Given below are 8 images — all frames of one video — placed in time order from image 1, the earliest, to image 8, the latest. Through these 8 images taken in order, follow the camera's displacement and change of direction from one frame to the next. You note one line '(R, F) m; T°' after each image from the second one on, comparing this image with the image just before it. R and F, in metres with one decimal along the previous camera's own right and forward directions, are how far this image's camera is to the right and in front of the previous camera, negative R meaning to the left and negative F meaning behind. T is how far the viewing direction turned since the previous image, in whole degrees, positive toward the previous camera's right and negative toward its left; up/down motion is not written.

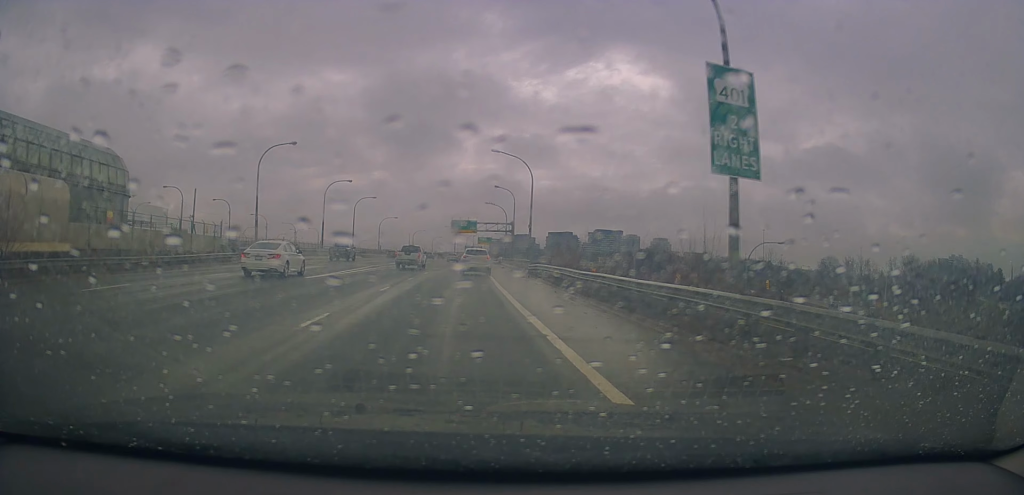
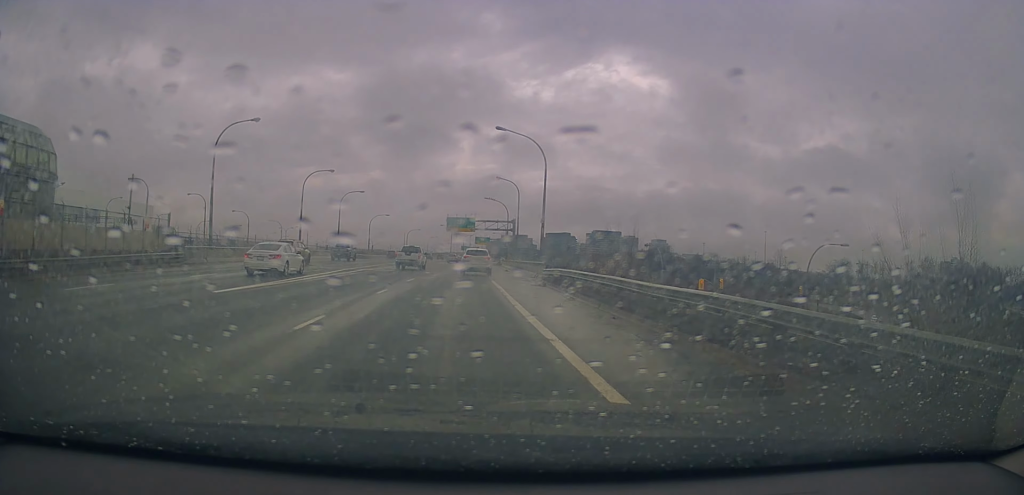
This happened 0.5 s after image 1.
(+0.3, +9.4) m; 0°
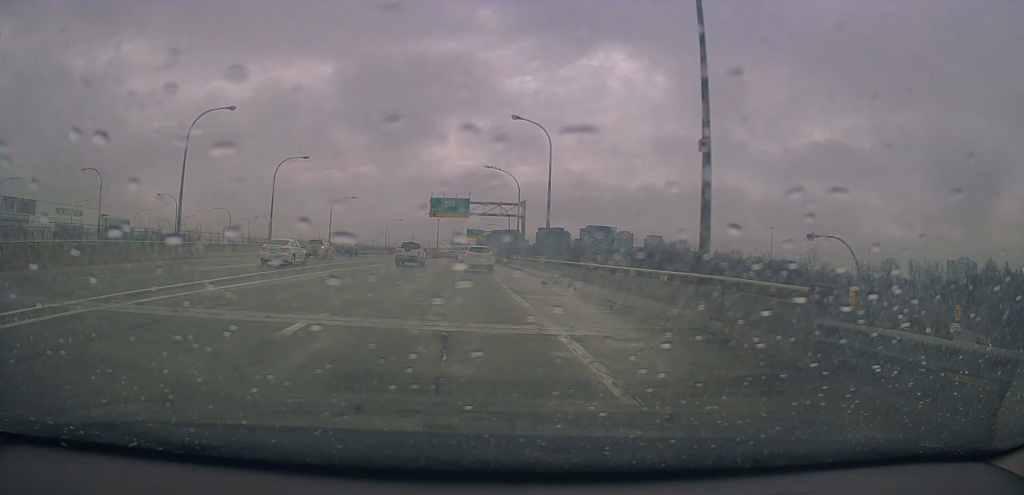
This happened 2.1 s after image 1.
(+0.1, +27.3) m; +2°
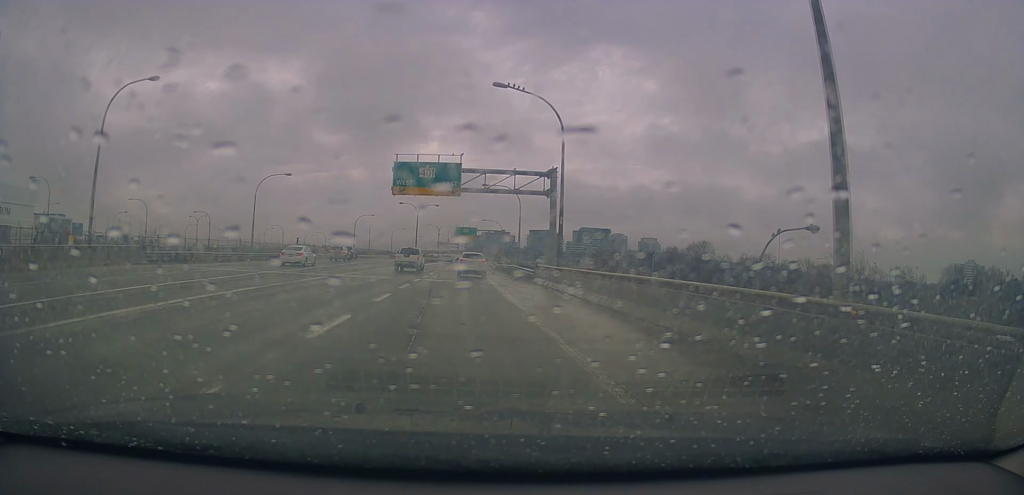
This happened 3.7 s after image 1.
(+0.2, +29.6) m; 0°
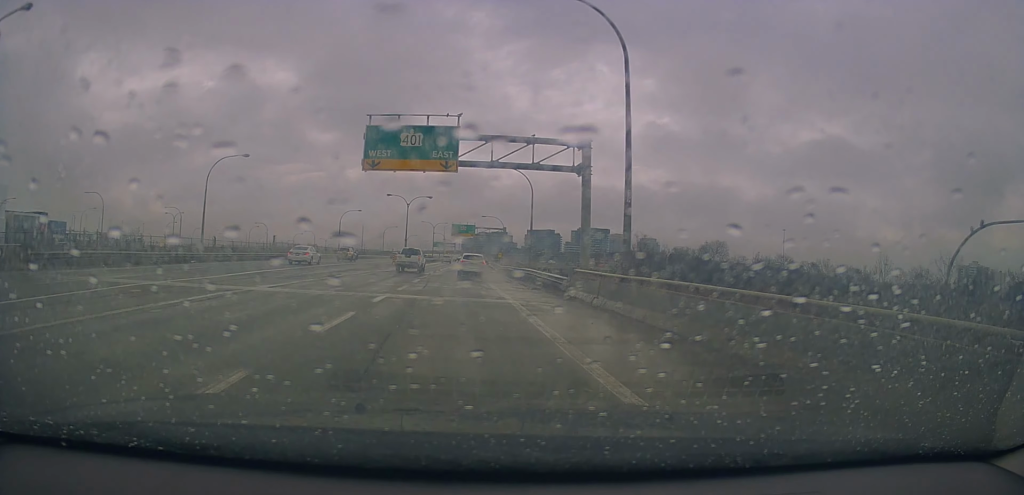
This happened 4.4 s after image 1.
(+0.3, +11.4) m; +1°
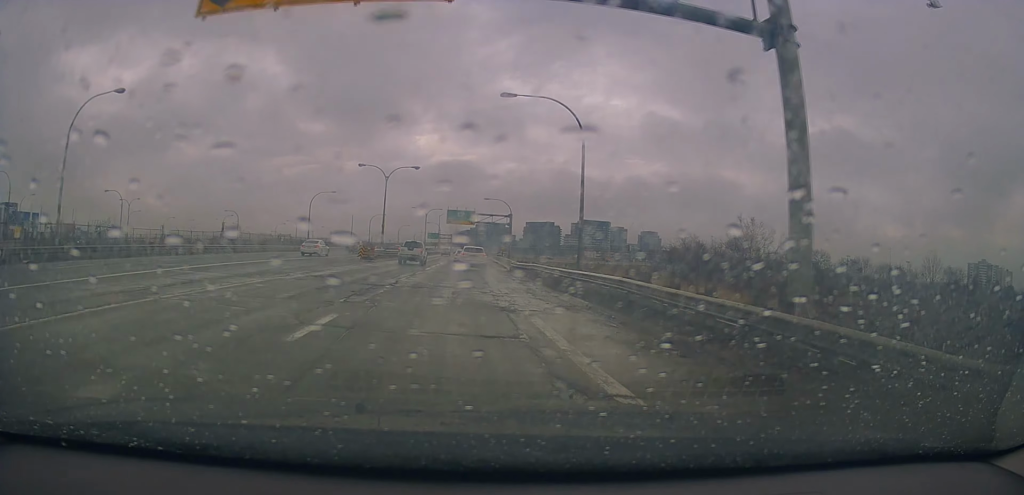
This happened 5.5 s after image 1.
(+0.3, +19.5) m; +1°
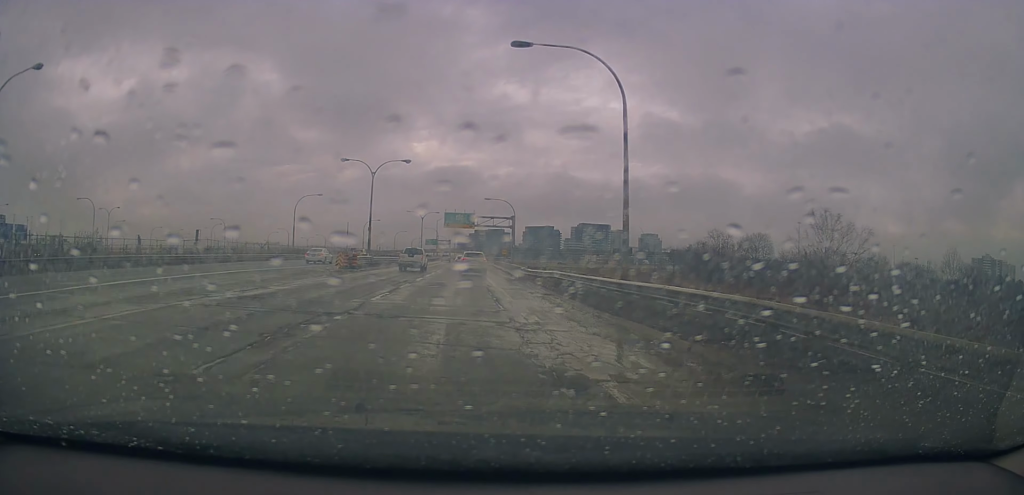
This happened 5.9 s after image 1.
(0.0, +7.6) m; 0°
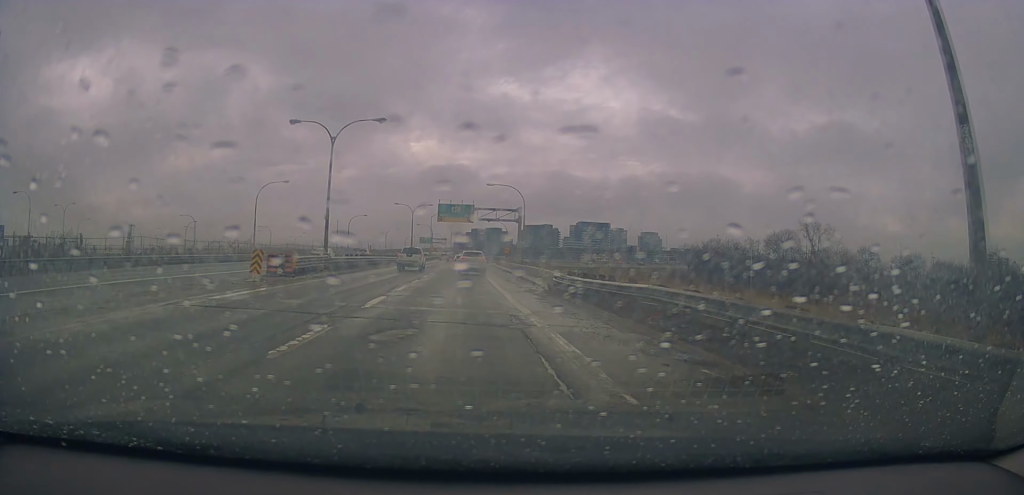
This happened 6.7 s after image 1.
(0.0, +14.0) m; -1°
